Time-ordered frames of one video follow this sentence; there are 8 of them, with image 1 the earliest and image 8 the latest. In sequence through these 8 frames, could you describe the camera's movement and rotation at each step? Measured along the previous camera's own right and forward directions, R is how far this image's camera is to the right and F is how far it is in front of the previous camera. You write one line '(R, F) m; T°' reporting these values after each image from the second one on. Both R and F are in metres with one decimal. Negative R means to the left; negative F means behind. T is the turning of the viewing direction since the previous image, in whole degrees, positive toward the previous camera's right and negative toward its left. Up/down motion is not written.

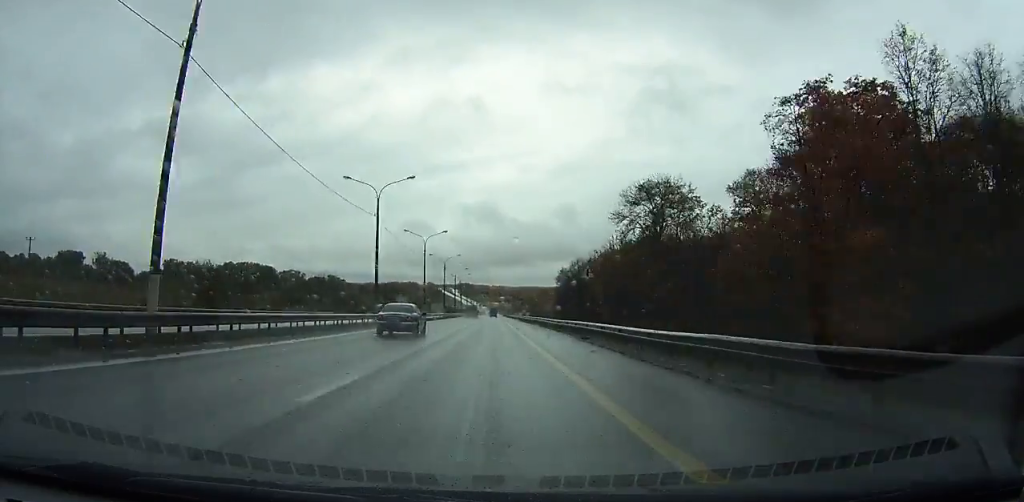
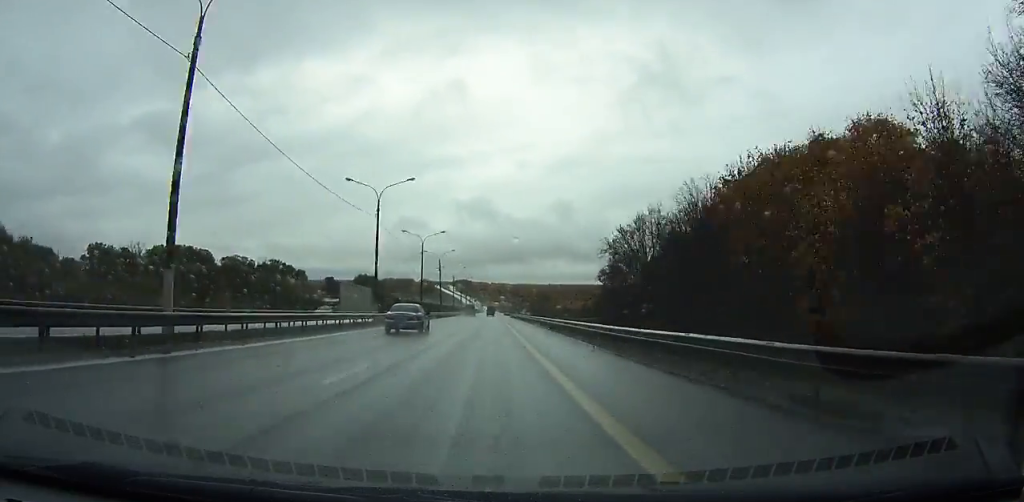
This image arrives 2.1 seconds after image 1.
(0.0, +57.4) m; 0°
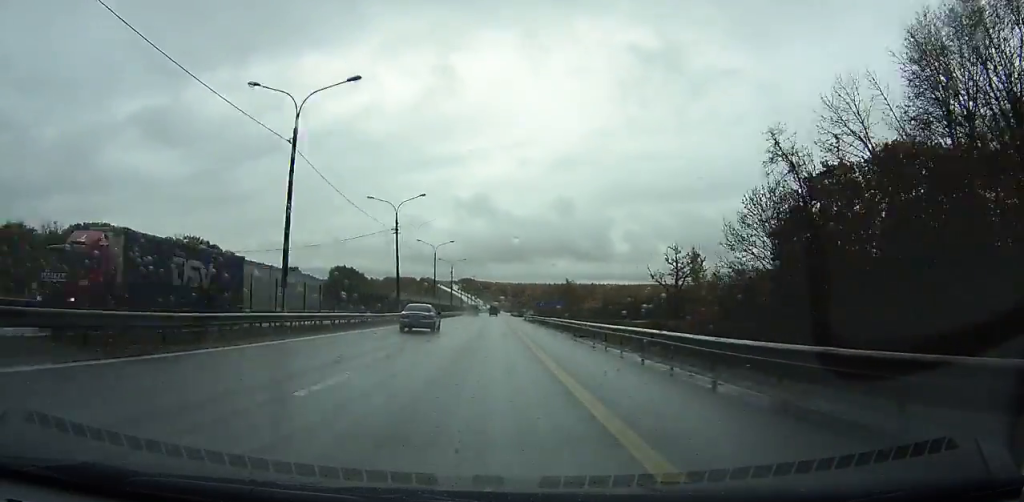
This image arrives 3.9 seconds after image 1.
(0.0, +48.5) m; 0°
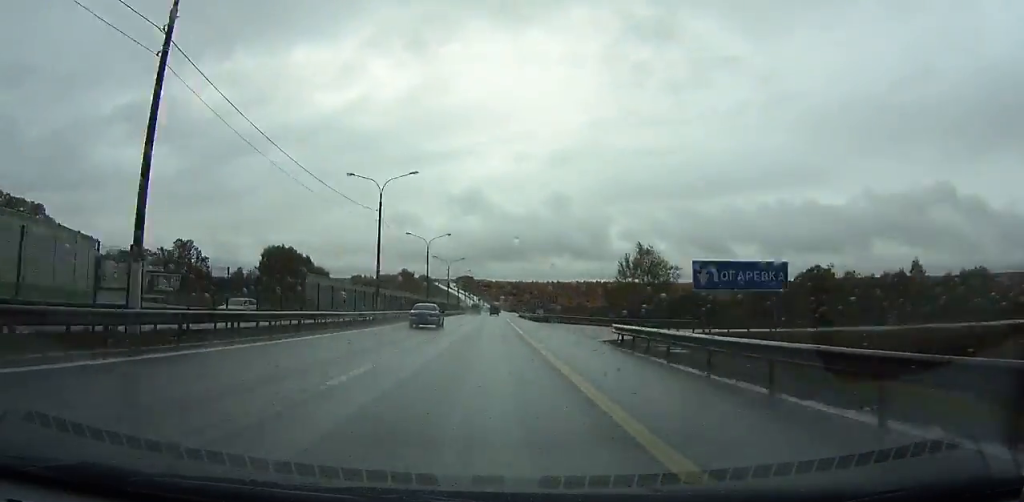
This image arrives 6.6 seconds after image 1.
(-0.1, +70.6) m; 0°
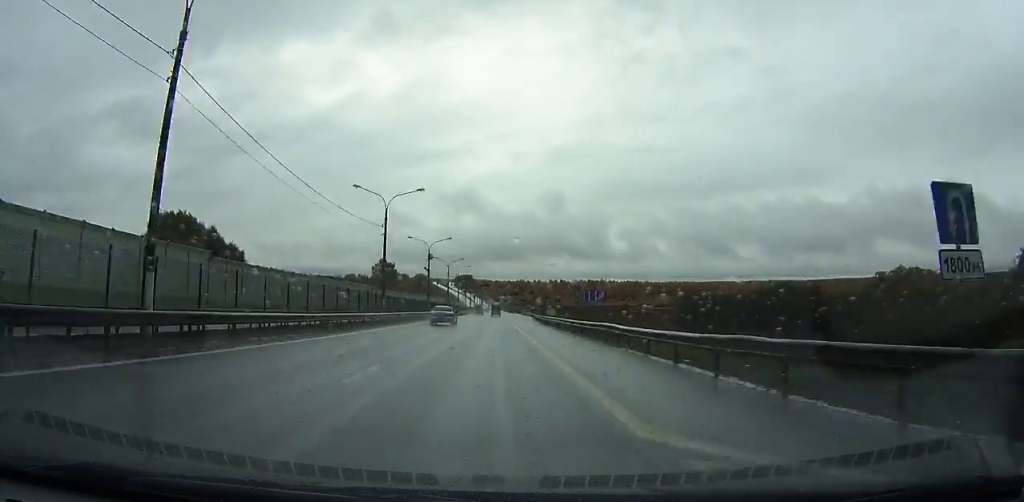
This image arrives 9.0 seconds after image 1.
(-0.2, +60.3) m; 0°
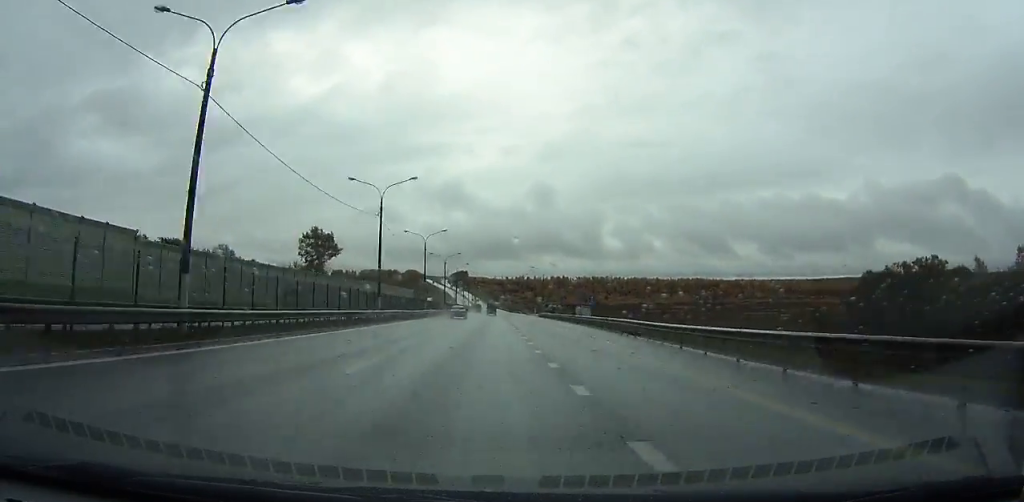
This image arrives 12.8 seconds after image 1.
(-0.6, +92.3) m; -1°
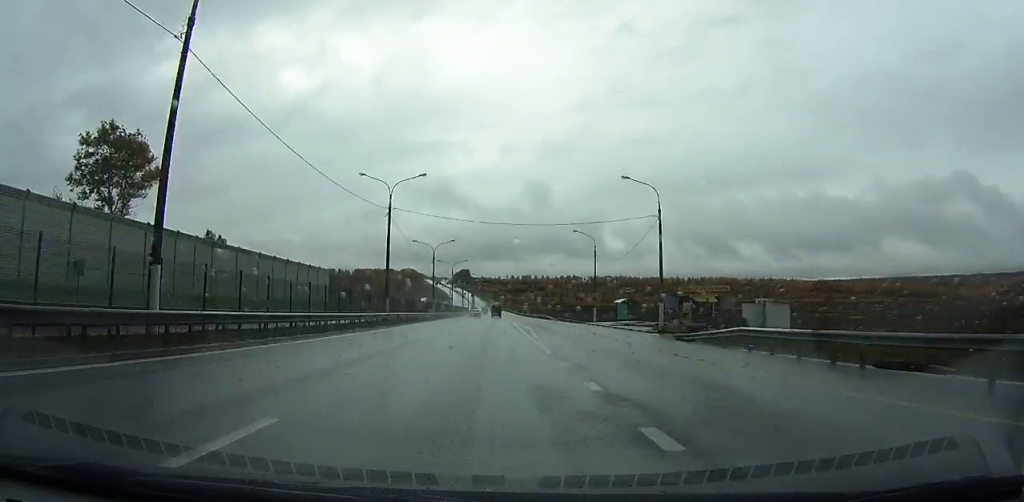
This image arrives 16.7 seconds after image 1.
(0.0, +93.9) m; 0°
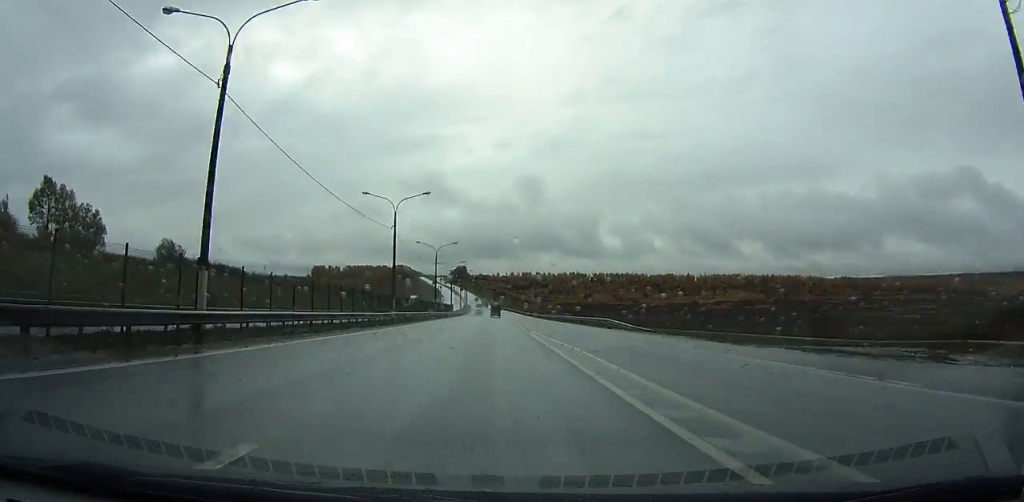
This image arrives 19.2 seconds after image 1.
(0.0, +61.2) m; 0°
